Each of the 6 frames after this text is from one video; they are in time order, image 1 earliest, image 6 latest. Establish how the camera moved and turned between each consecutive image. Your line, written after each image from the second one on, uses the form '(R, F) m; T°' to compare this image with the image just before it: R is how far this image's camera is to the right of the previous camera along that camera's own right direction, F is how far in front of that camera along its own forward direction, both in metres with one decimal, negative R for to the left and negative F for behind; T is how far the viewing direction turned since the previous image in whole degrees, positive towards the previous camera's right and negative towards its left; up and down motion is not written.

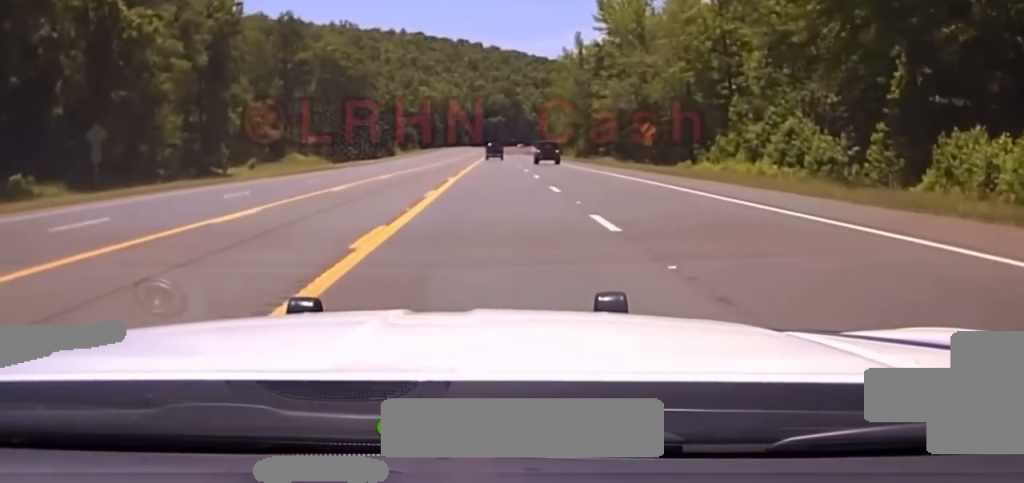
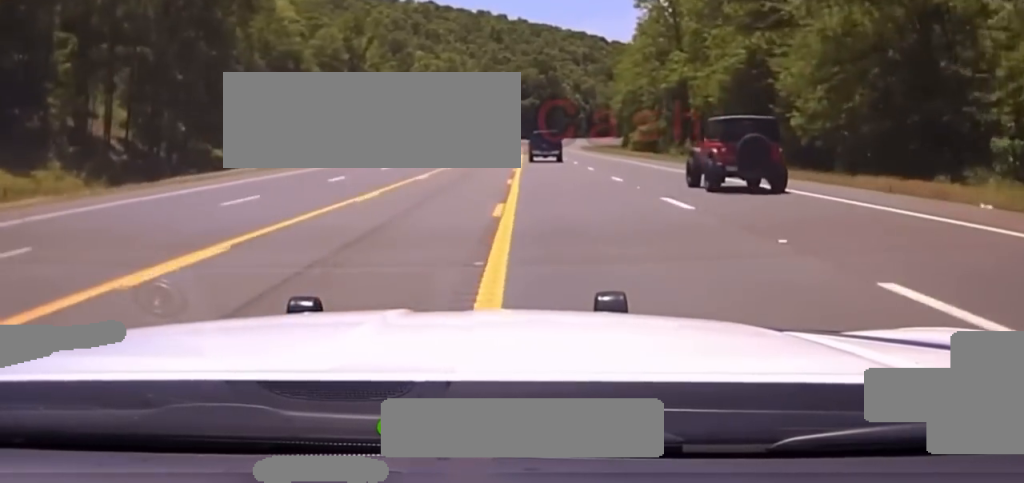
(-1.3, +109.4) m; -1°
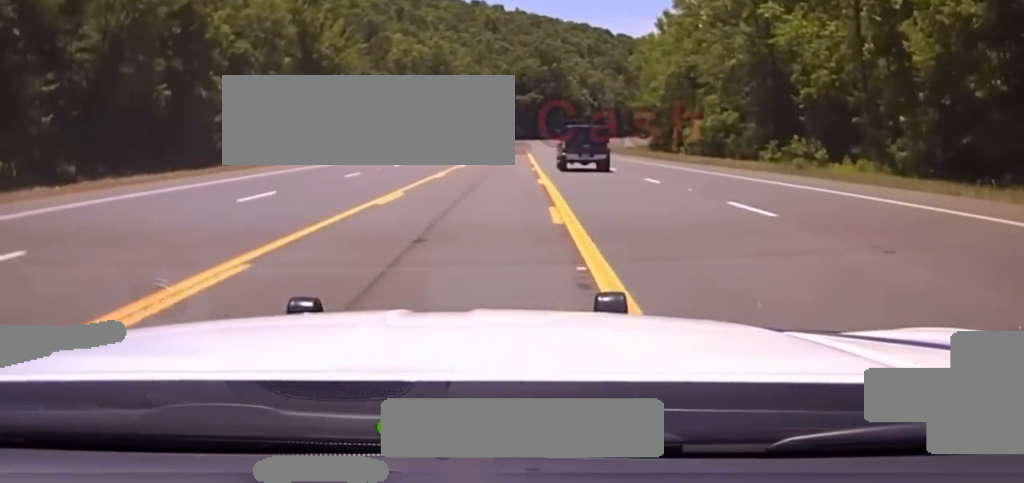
(0.0, +44.1) m; 0°
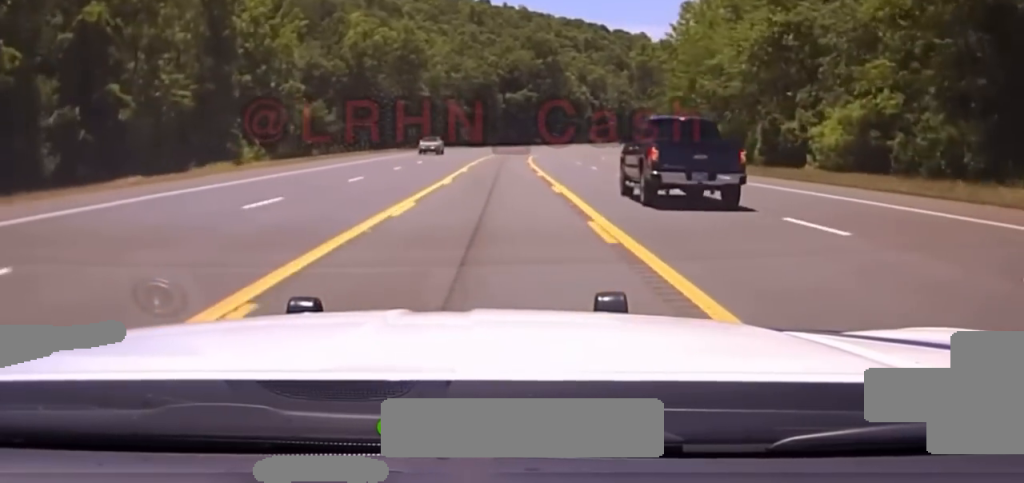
(+0.1, +41.7) m; +1°
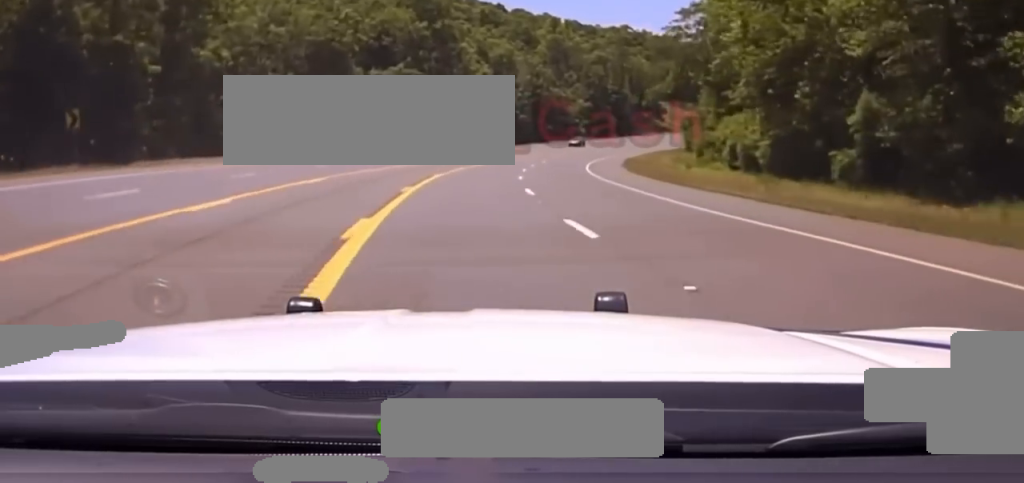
(+1.7, +67.6) m; +5°
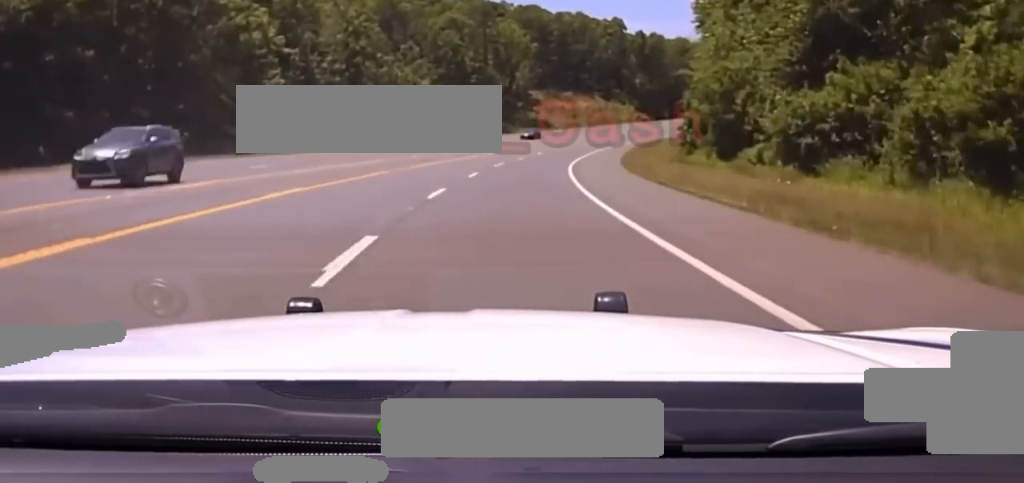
(+5.0, +68.9) m; +9°
